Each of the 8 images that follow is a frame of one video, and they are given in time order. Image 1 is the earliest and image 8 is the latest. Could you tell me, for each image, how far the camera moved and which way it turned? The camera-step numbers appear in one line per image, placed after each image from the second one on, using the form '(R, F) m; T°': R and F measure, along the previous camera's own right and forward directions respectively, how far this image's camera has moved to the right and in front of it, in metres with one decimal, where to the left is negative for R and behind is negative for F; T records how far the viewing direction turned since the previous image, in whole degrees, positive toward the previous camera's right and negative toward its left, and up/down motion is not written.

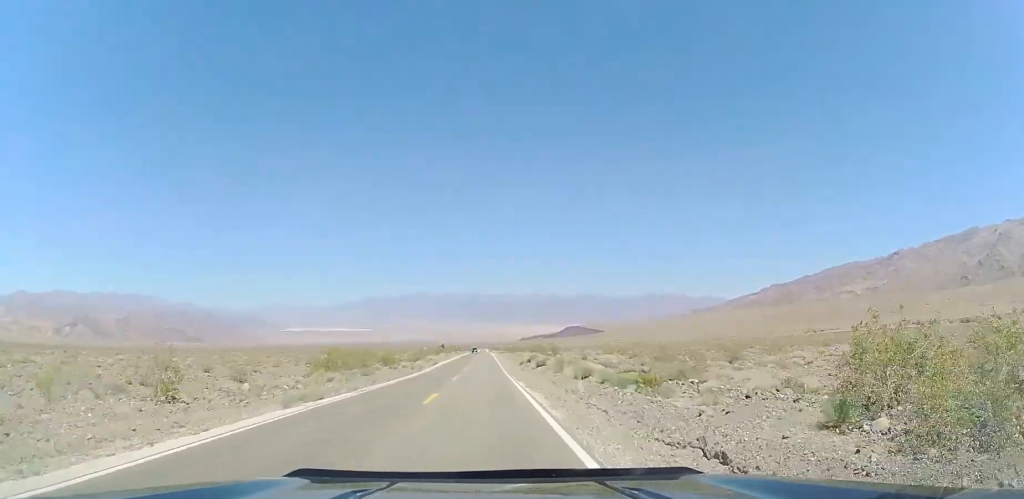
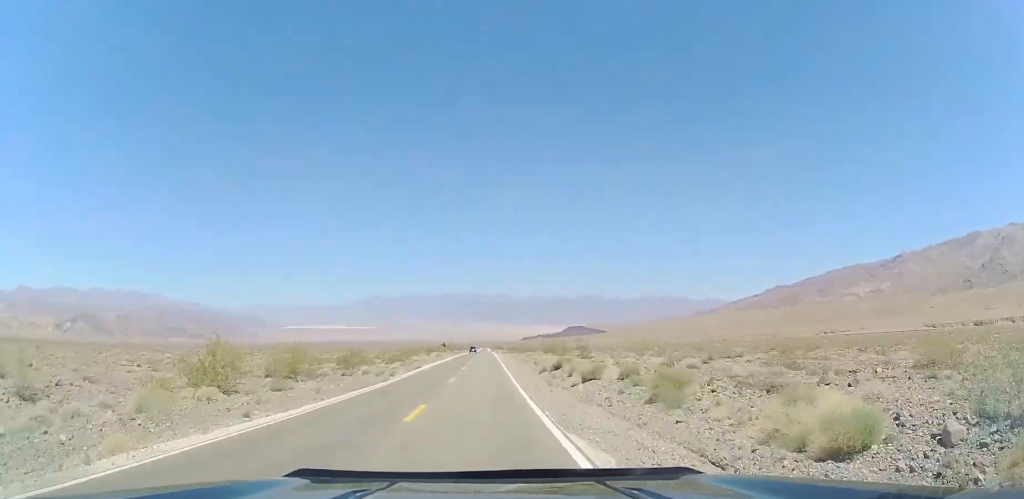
(-0.1, +18.5) m; 0°
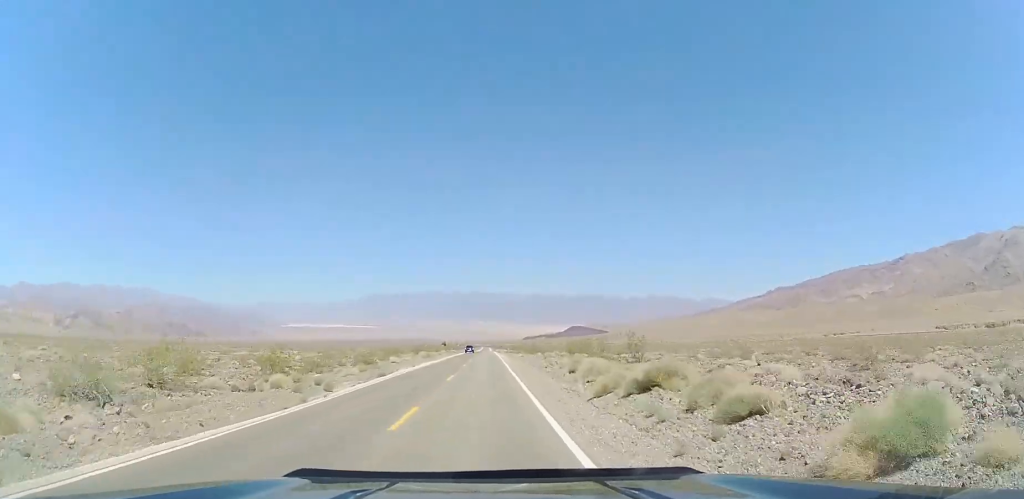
(-0.1, +16.8) m; 0°
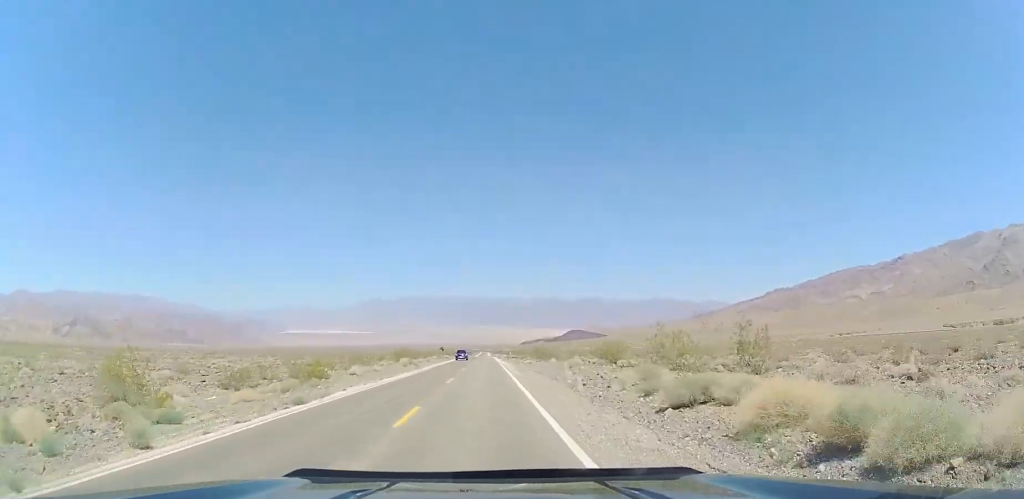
(0.0, +14.2) m; +1°
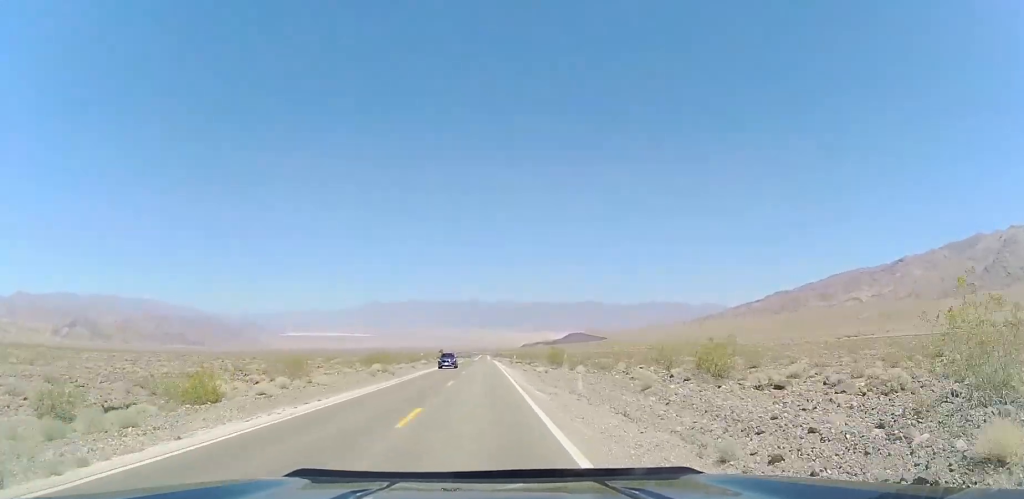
(0.0, +14.2) m; 0°
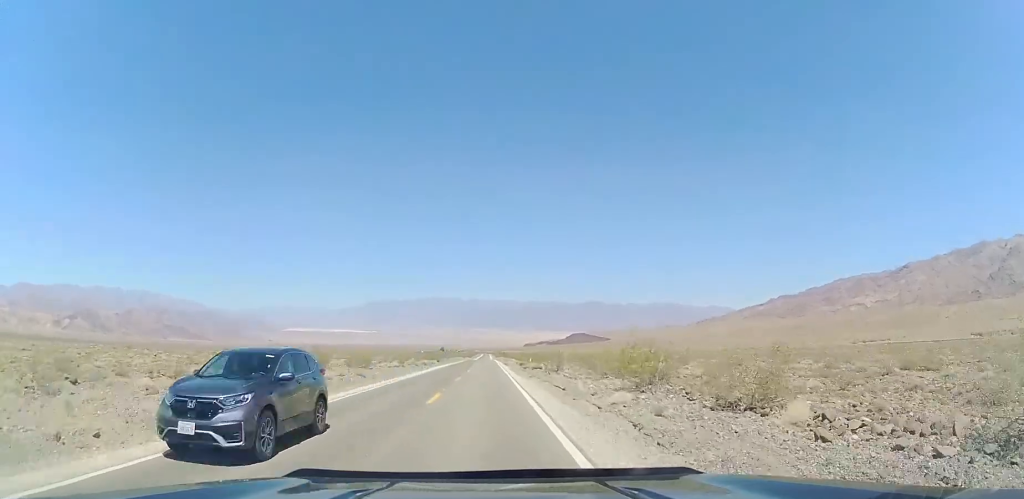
(+0.3, +23.9) m; 0°
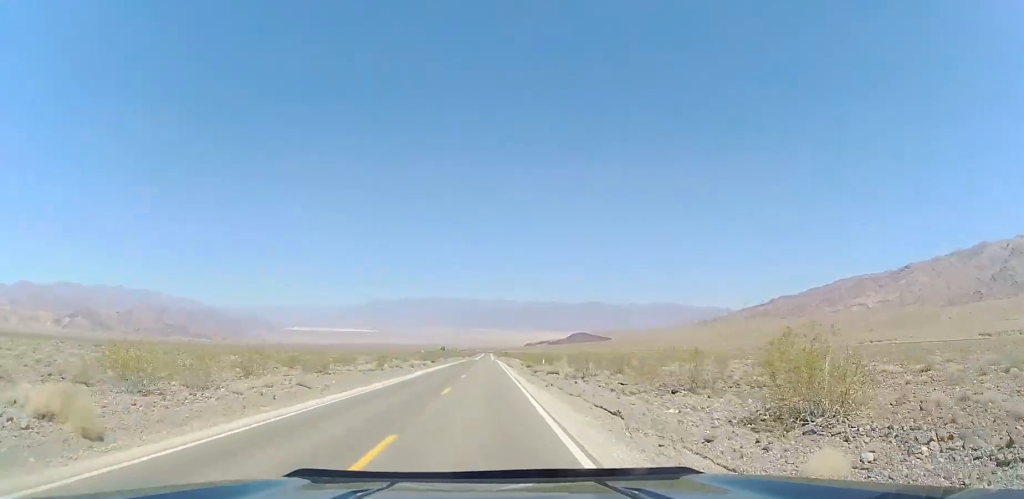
(-0.2, +10.6) m; 0°
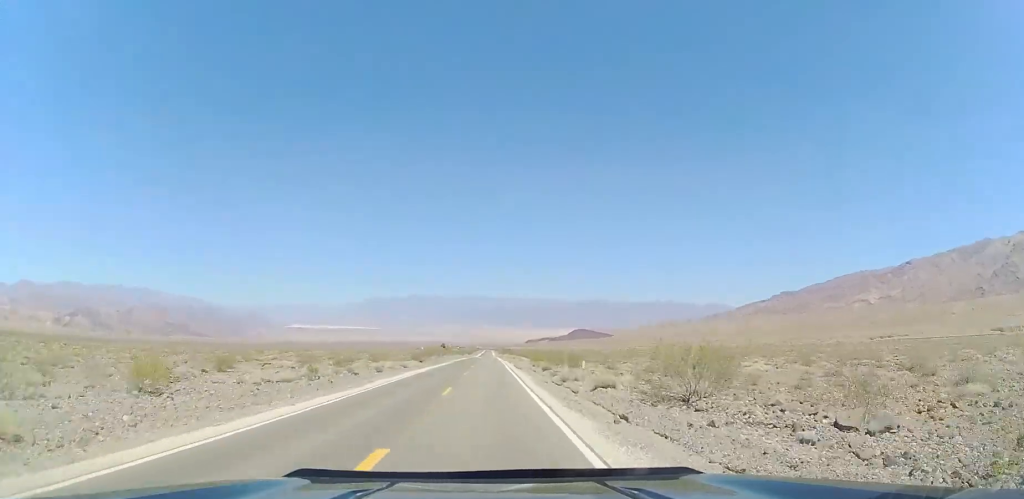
(-0.2, +16.0) m; 0°
